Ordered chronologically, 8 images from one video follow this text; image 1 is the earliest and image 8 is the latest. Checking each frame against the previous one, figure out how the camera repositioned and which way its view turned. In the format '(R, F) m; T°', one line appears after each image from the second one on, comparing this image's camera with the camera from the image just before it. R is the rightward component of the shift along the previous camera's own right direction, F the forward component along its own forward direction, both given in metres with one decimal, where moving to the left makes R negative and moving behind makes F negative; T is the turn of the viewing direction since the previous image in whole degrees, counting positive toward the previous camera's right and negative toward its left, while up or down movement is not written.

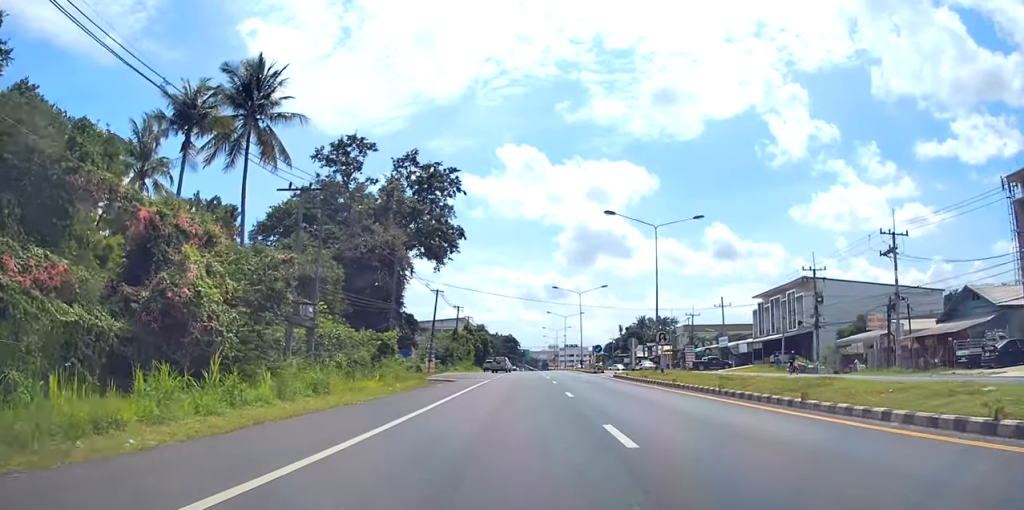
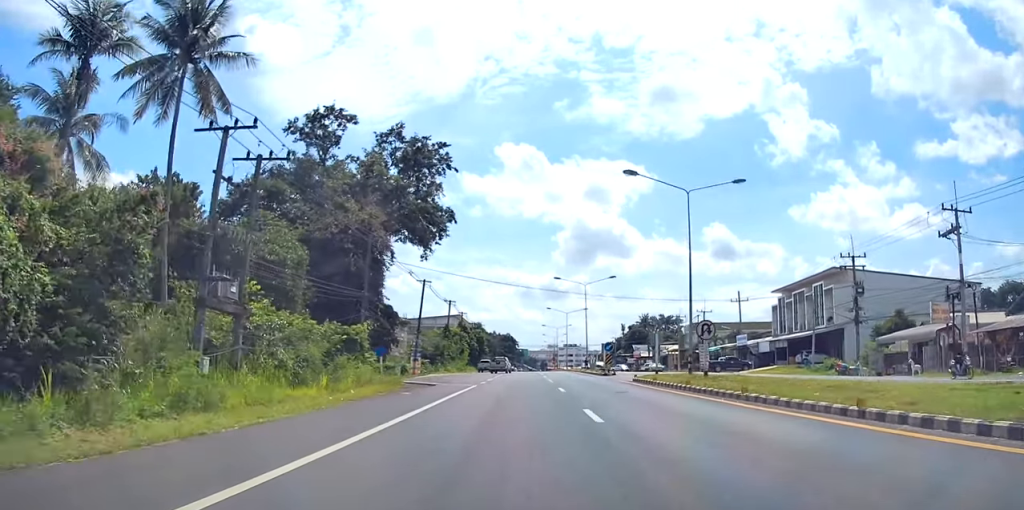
(+0.2, +8.2) m; 0°
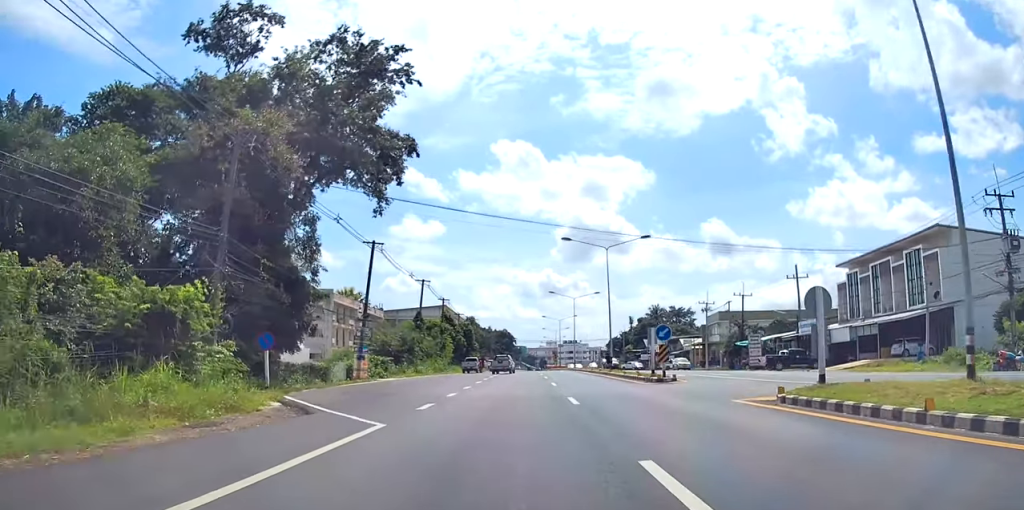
(-0.3, +19.9) m; -2°
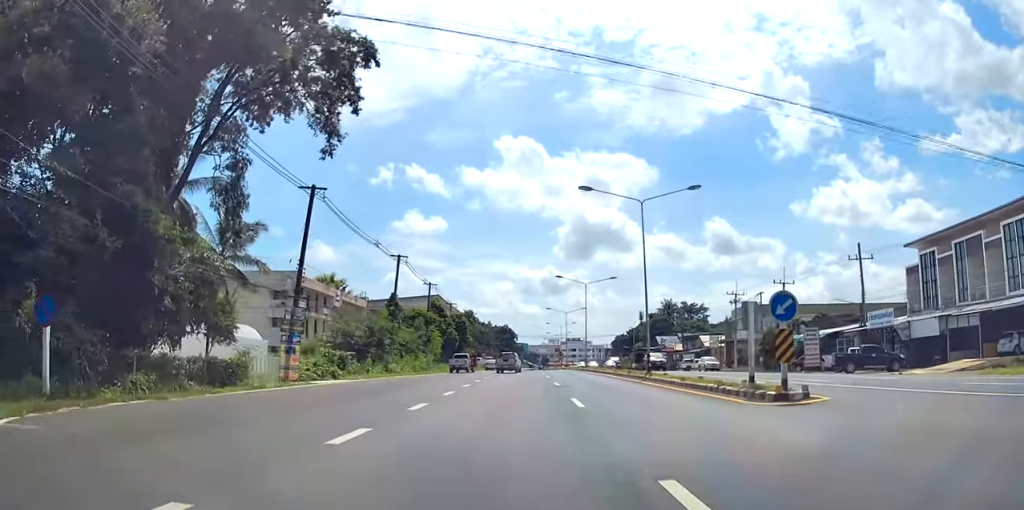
(-0.1, +13.4) m; +1°
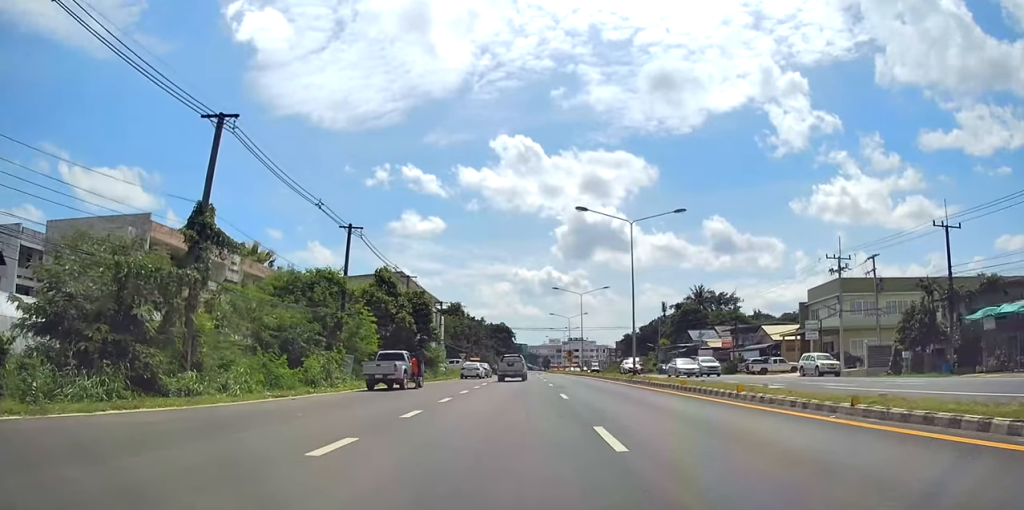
(+0.5, +30.2) m; +1°
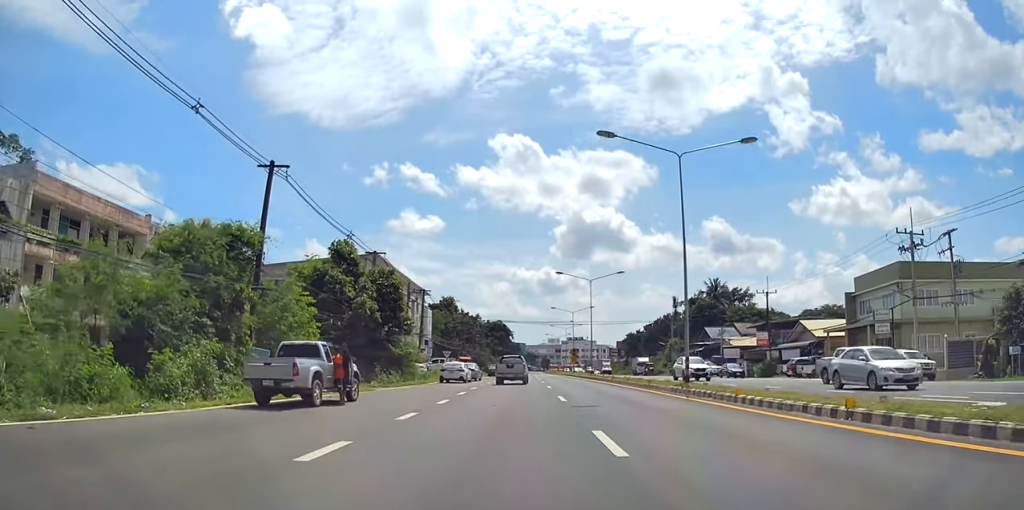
(0.0, +12.3) m; +1°
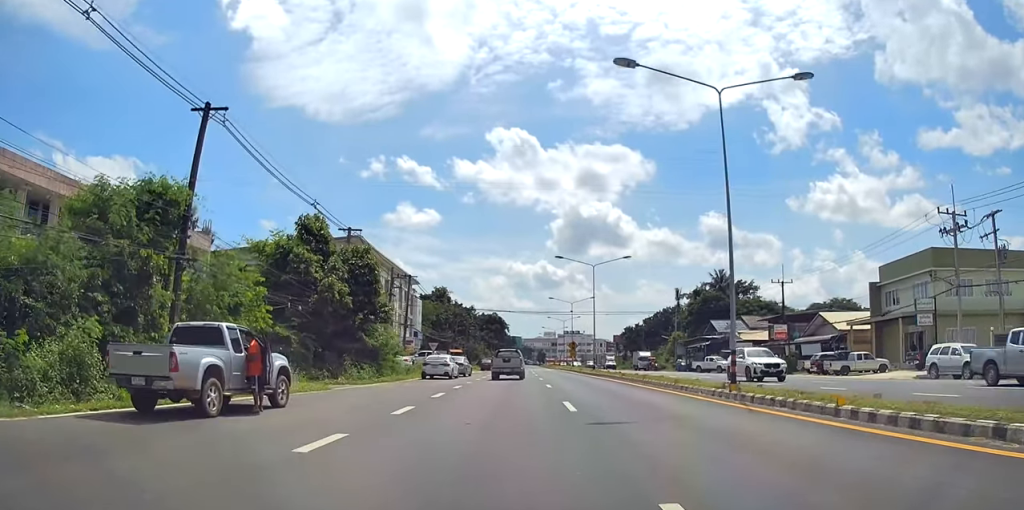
(+0.1, +5.9) m; +1°
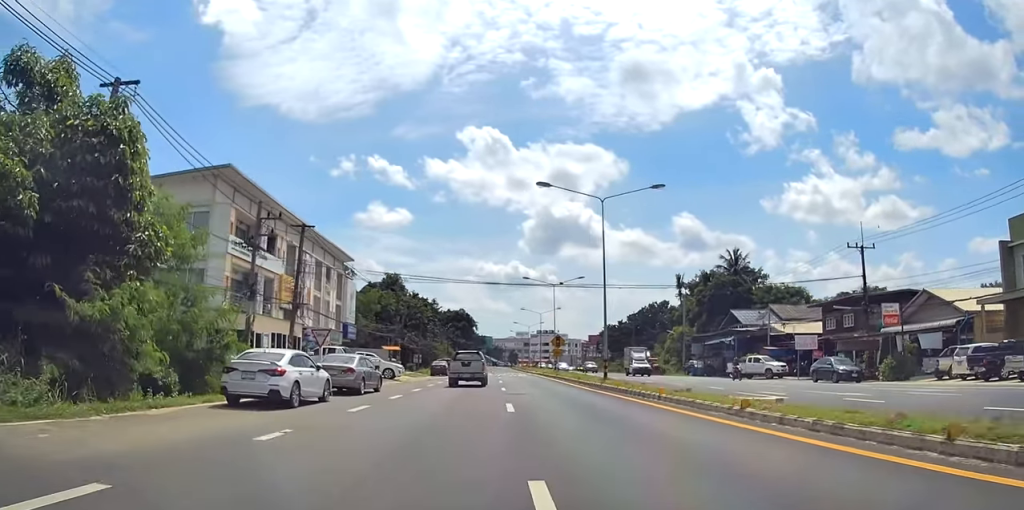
(+0.2, +23.1) m; 0°
